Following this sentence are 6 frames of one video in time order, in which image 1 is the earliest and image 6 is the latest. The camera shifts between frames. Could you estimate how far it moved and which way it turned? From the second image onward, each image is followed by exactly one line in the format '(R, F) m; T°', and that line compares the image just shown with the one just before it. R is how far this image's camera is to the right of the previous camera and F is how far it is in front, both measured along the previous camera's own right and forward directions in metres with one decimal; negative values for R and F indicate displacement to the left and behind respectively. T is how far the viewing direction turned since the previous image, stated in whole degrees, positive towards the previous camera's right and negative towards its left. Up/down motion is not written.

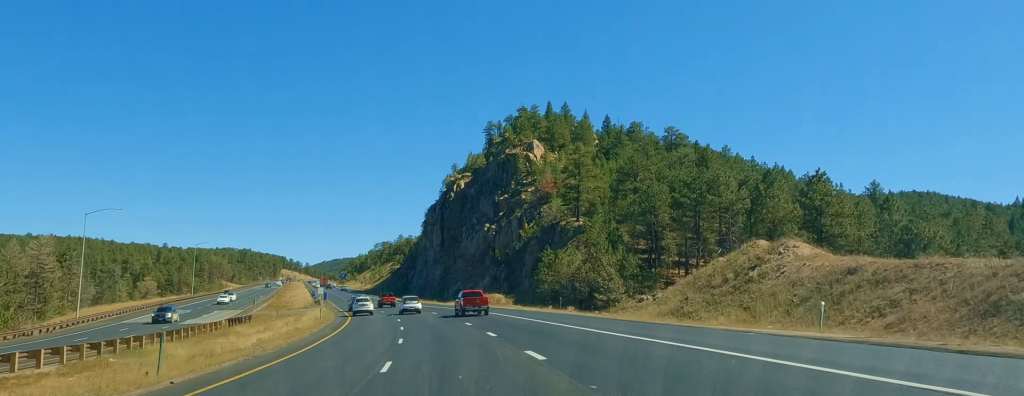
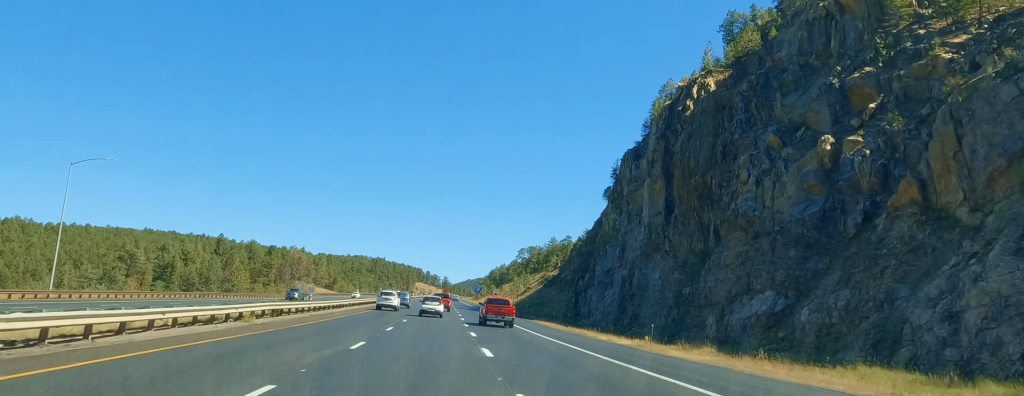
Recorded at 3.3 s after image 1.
(-8.6, +118.0) m; -7°
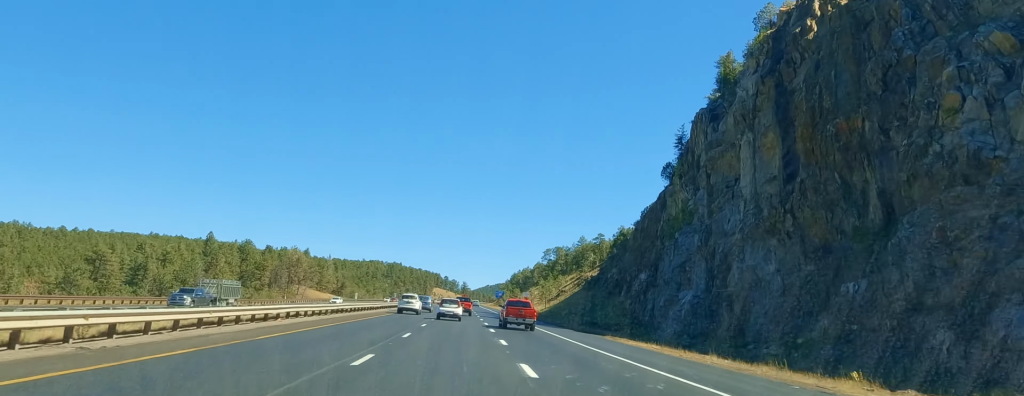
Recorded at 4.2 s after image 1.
(-0.5, +29.2) m; 0°
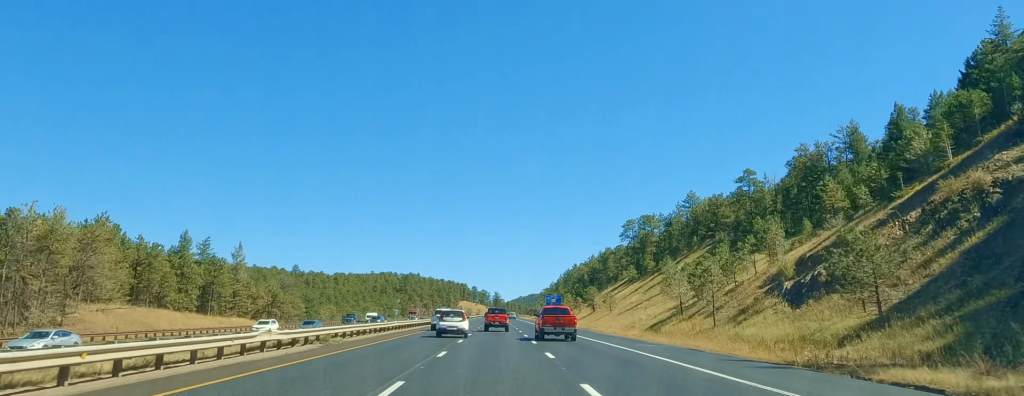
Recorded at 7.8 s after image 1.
(+0.2, +124.8) m; 0°
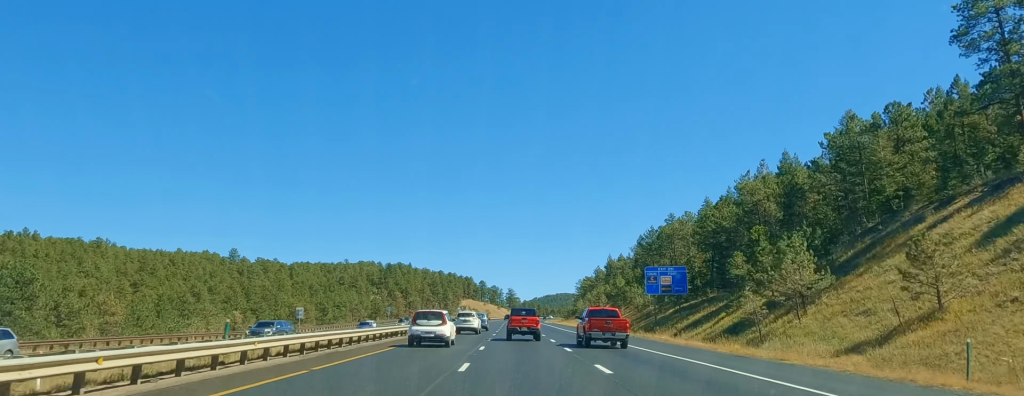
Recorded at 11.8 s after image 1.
(-3.0, +137.2) m; -2°
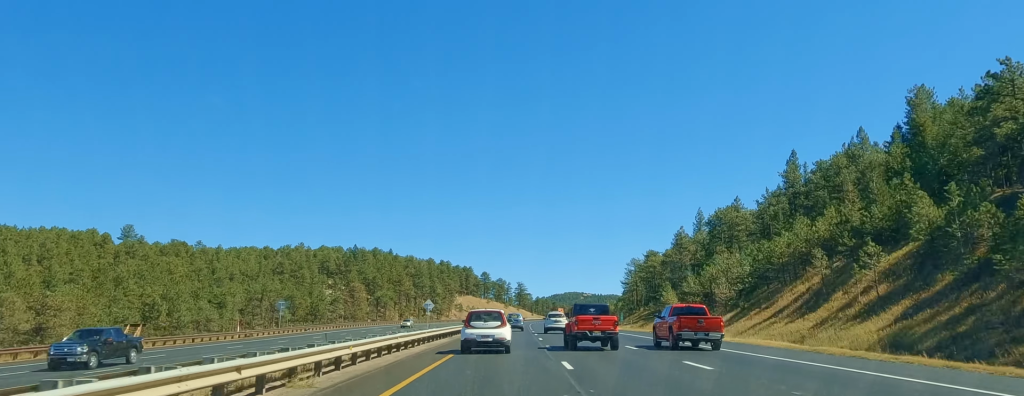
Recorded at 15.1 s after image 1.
(-0.2, +106.7) m; +2°
